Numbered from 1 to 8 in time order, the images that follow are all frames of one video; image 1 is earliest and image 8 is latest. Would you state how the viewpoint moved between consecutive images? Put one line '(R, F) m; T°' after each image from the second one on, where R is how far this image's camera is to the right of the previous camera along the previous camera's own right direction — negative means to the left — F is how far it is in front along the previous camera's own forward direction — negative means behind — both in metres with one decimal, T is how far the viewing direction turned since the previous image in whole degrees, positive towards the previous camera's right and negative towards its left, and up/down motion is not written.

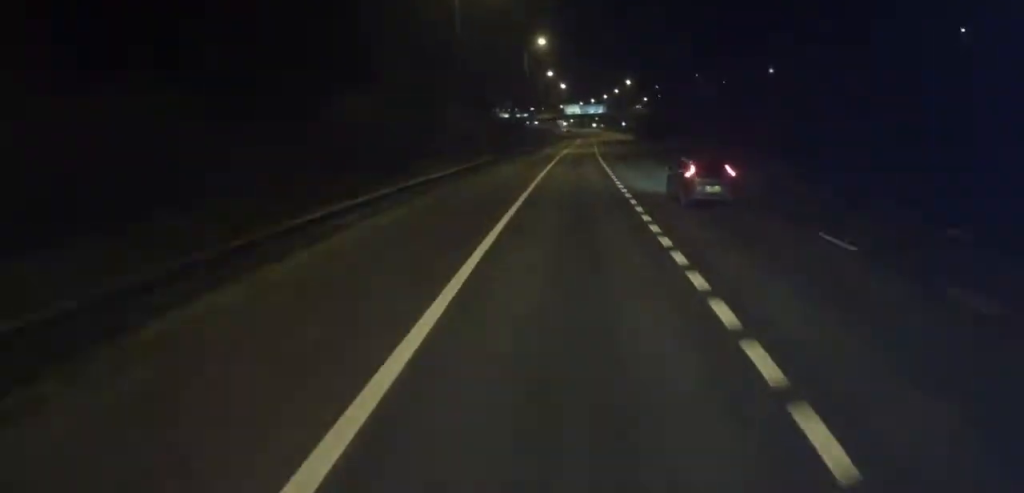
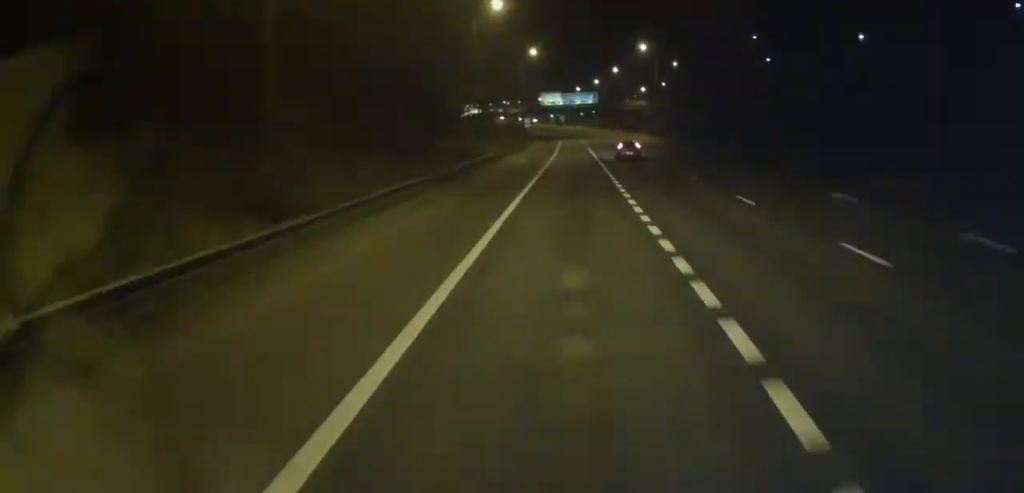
(+1.1, +73.1) m; +2°
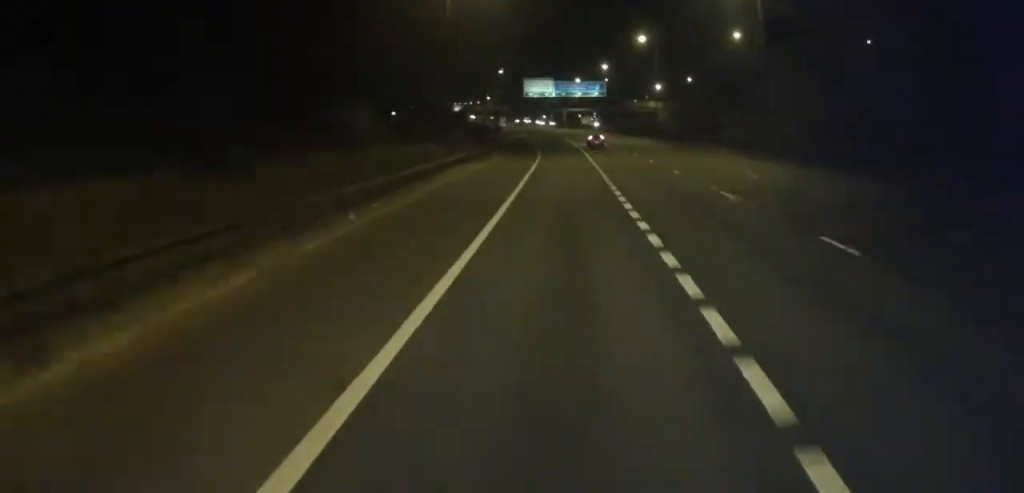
(+0.9, +60.8) m; +1°
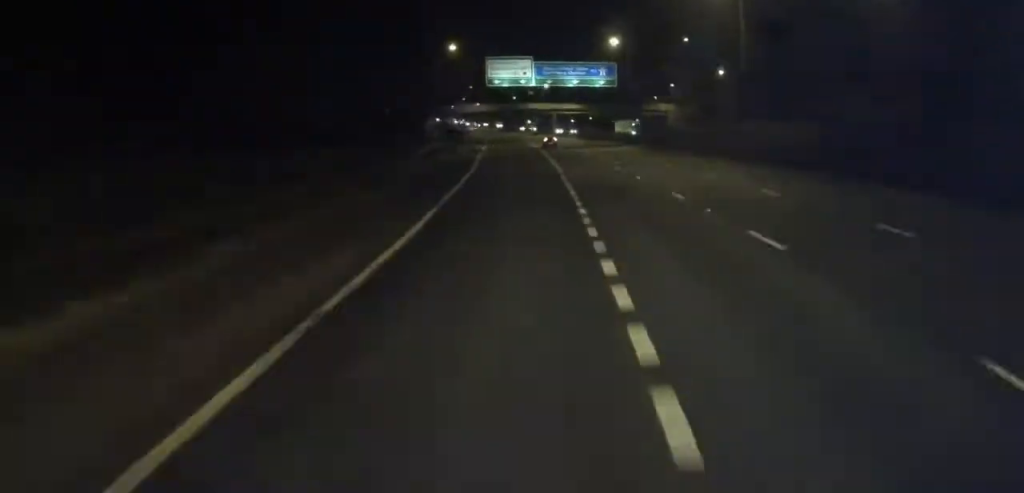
(+0.2, +51.3) m; 0°
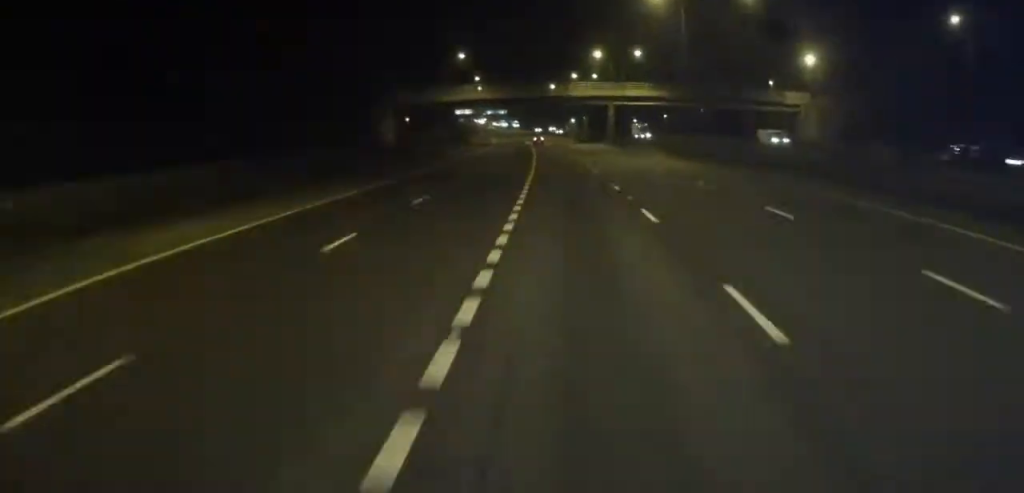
(0.0, +83.4) m; -3°
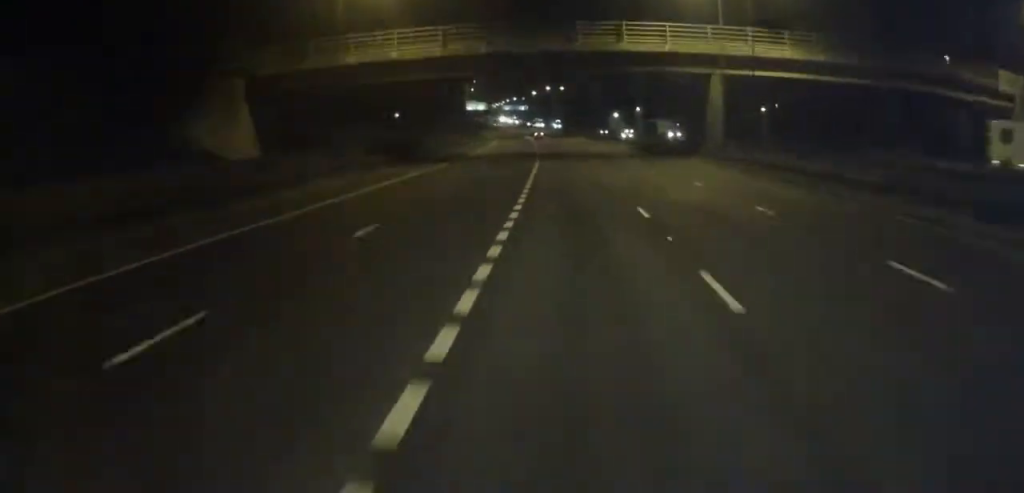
(-2.6, +60.9) m; -3°
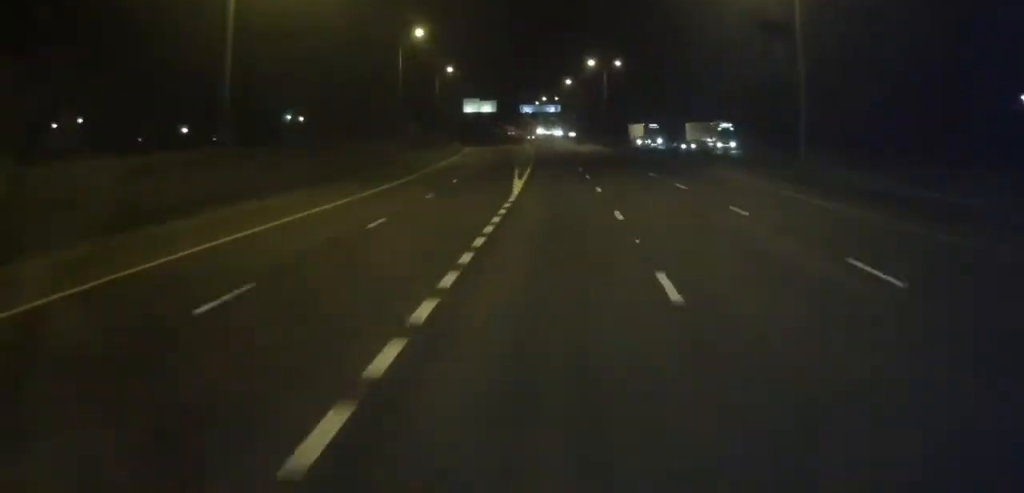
(-4.5, +105.8) m; -5°
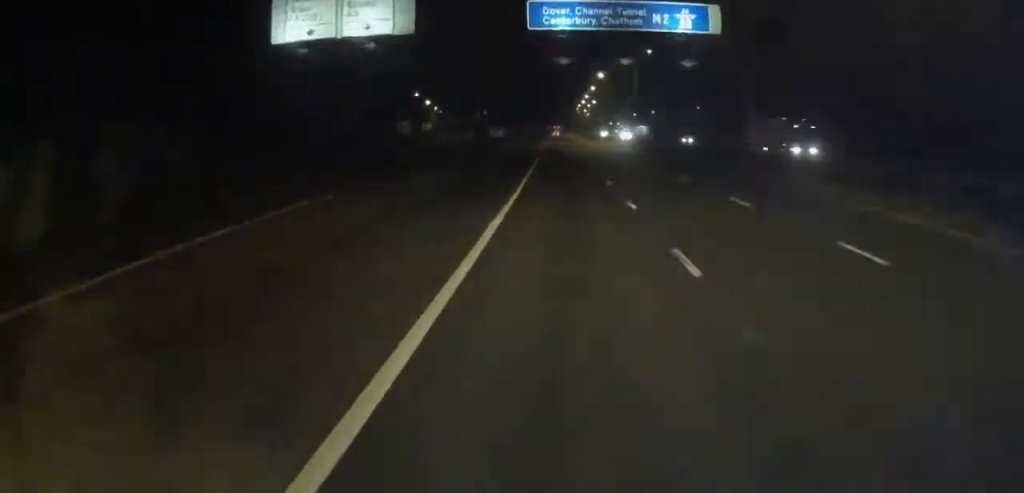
(-6.7, +148.7) m; -4°
